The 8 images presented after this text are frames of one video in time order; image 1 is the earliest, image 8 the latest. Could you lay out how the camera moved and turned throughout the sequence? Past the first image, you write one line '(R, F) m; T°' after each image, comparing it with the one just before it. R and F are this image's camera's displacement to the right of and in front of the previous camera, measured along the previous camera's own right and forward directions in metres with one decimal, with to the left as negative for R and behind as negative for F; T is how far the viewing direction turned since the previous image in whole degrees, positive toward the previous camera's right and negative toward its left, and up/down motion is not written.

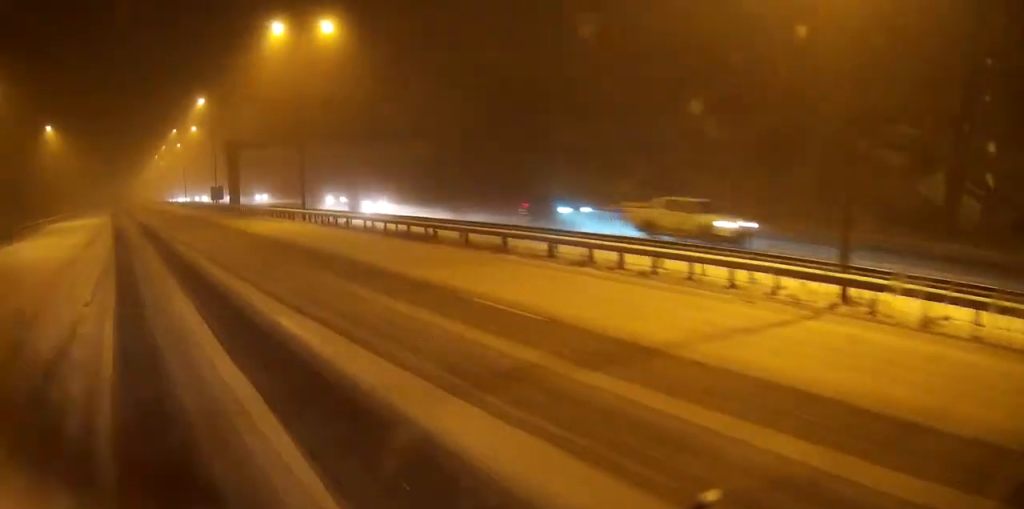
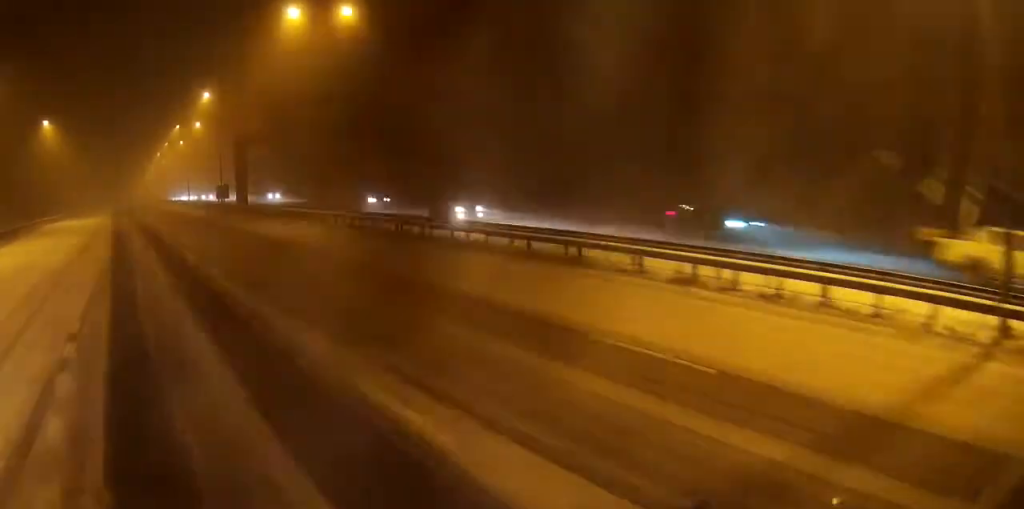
(-0.1, +3.8) m; 0°
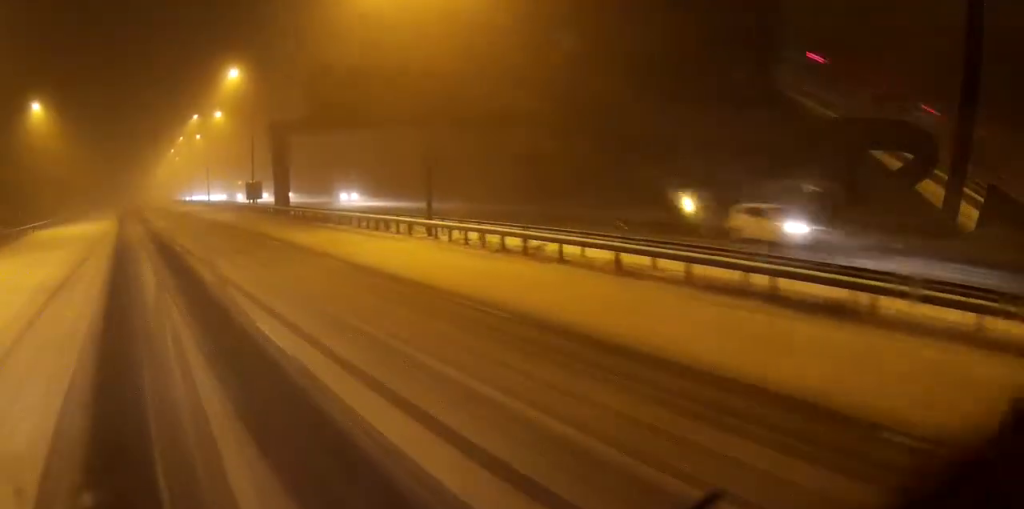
(+0.7, +14.0) m; +3°
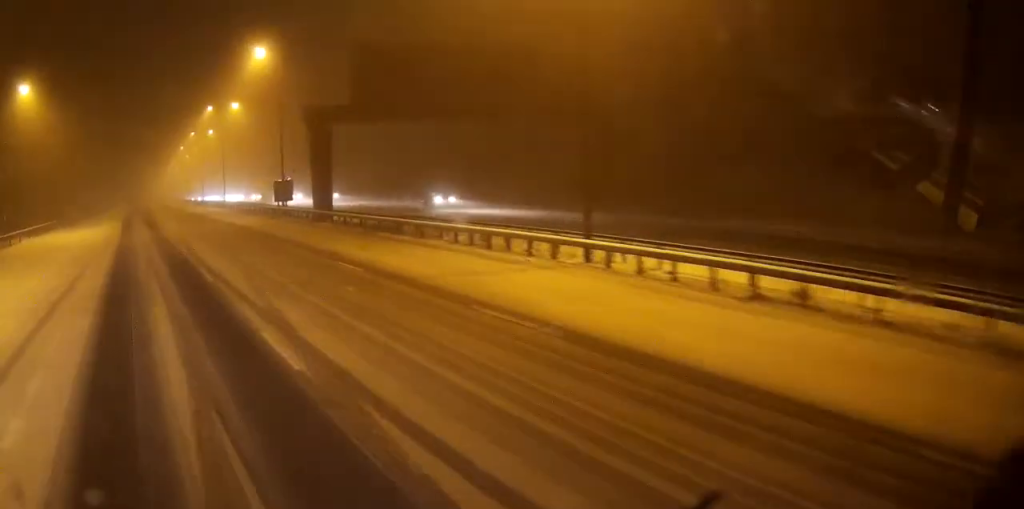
(0.0, +9.9) m; -1°
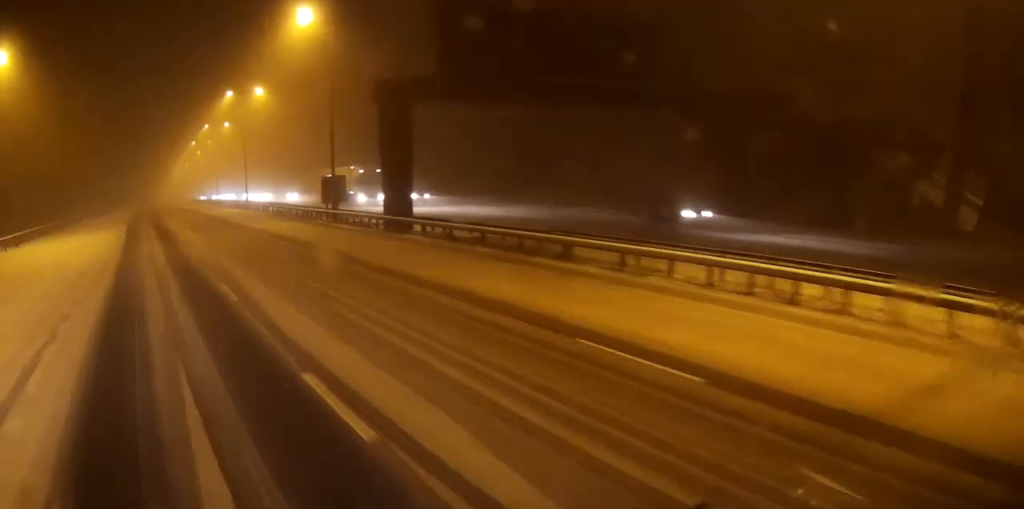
(-0.1, +11.8) m; 0°
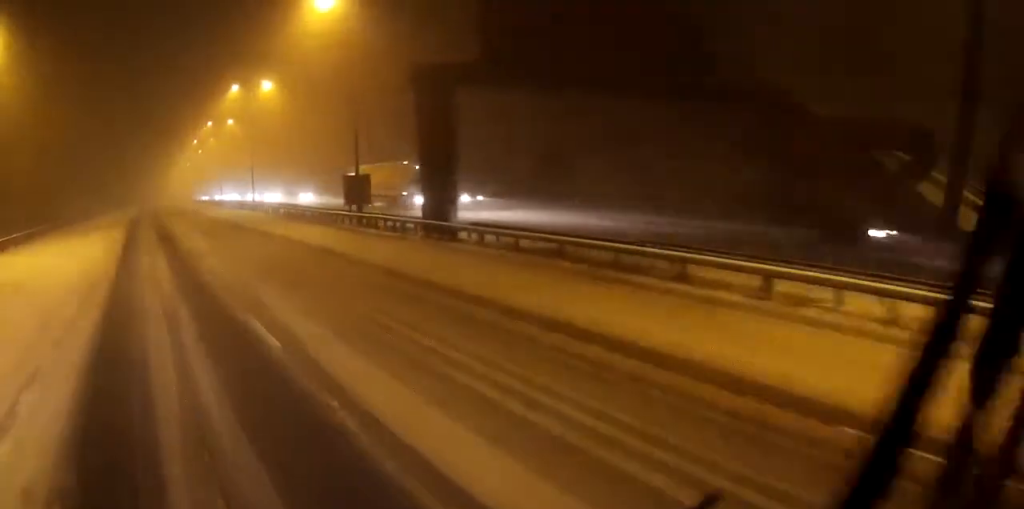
(+0.1, +4.7) m; 0°
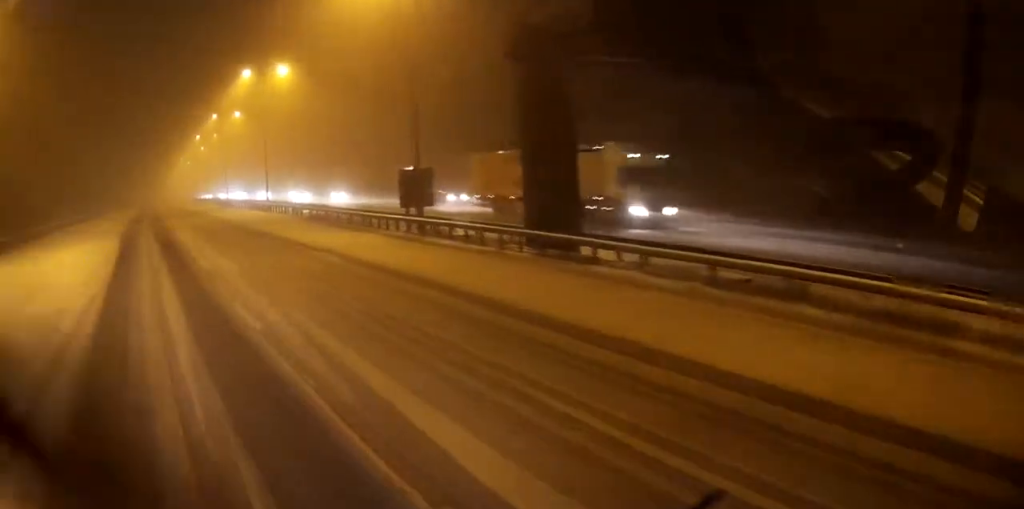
(0.0, +8.3) m; 0°
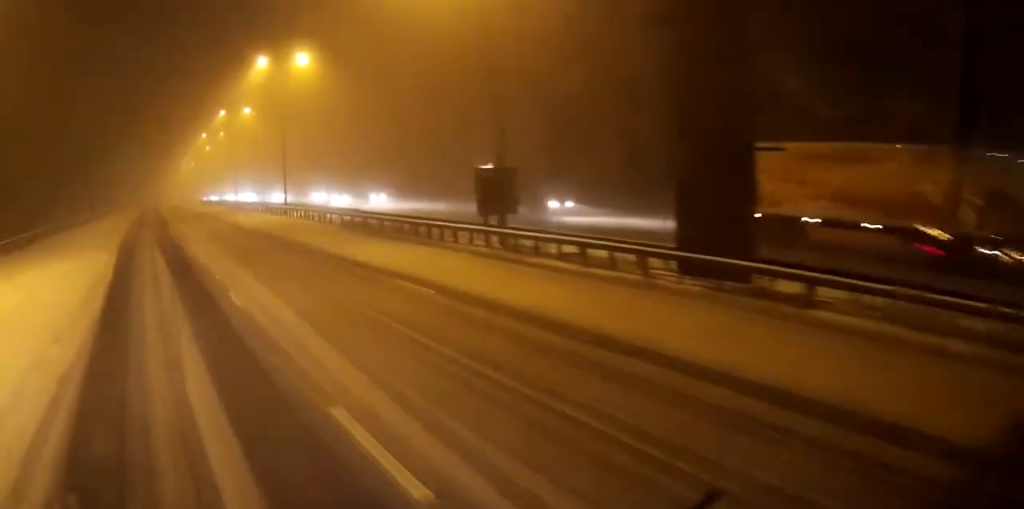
(-0.1, +6.7) m; -1°
